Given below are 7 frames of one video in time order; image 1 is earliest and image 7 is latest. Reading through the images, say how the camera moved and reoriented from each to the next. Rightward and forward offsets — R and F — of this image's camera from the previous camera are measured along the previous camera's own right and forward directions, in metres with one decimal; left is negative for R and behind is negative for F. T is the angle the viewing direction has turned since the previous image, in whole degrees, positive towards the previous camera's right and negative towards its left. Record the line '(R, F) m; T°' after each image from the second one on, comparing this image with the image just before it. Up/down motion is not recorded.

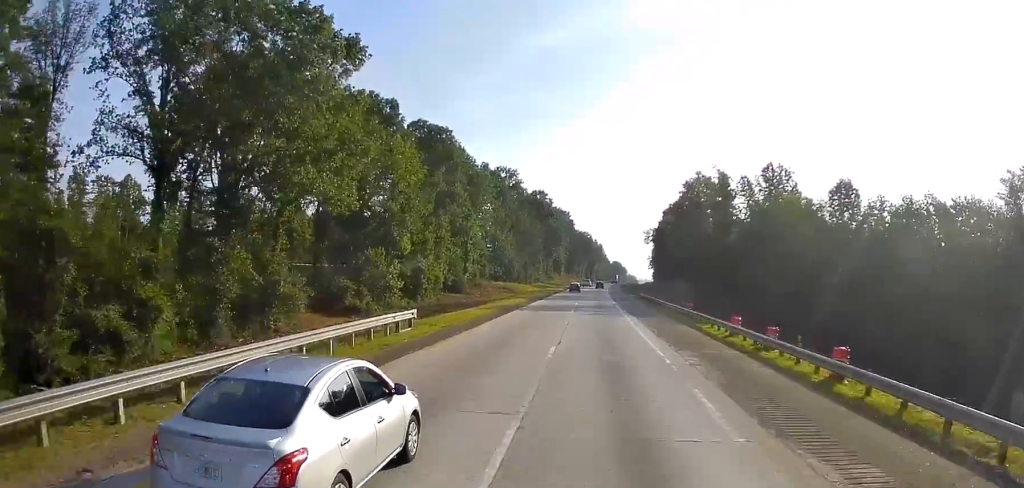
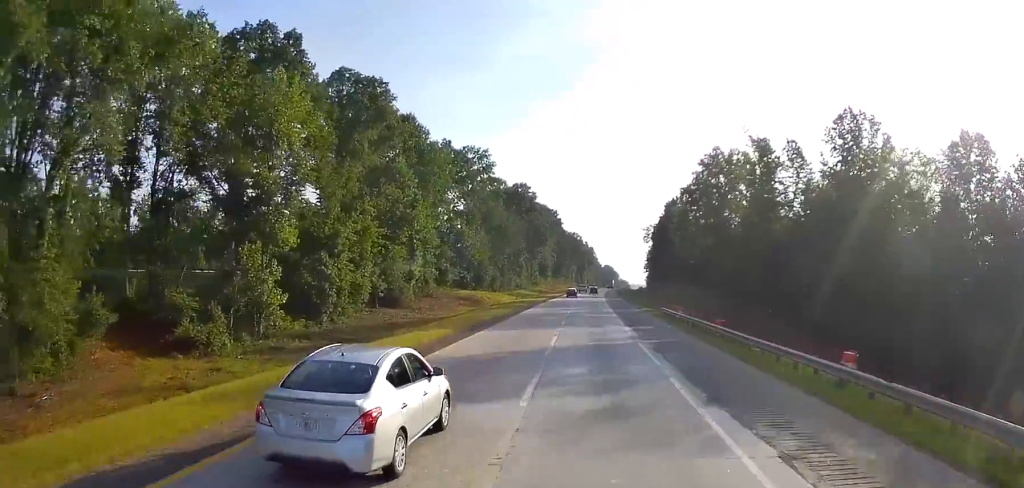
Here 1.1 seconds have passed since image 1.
(-0.4, +31.1) m; -1°
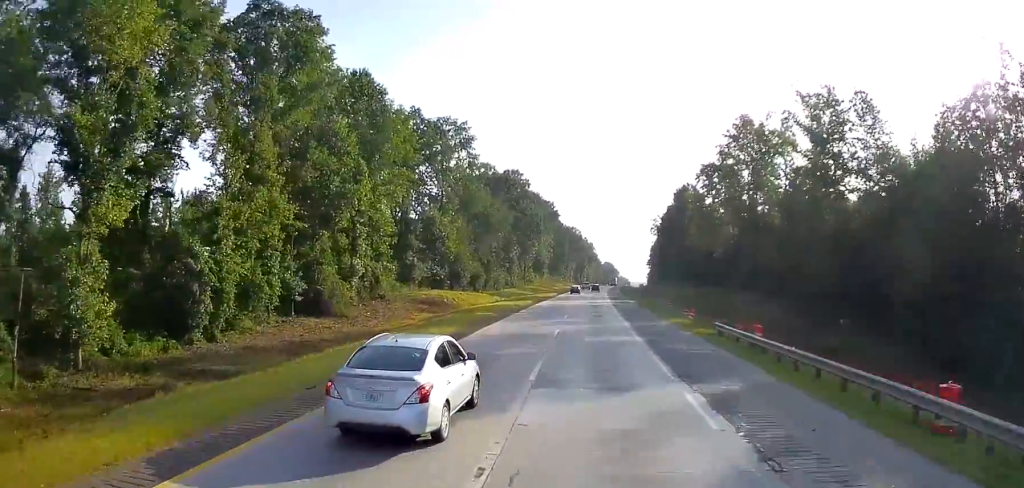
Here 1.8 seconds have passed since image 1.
(-0.4, +21.7) m; +1°
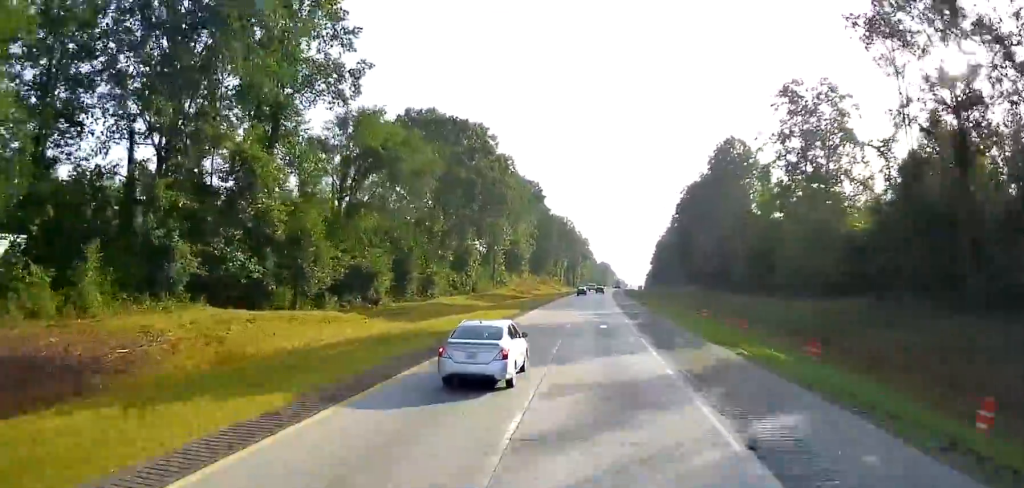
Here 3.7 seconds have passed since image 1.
(+2.1, +56.6) m; +1°
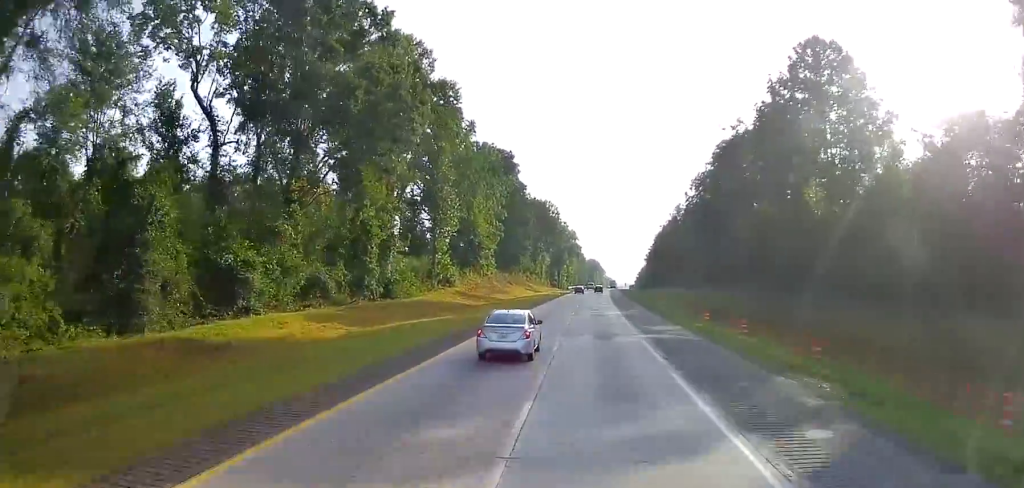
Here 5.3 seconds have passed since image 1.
(+0.1, +46.8) m; +1°
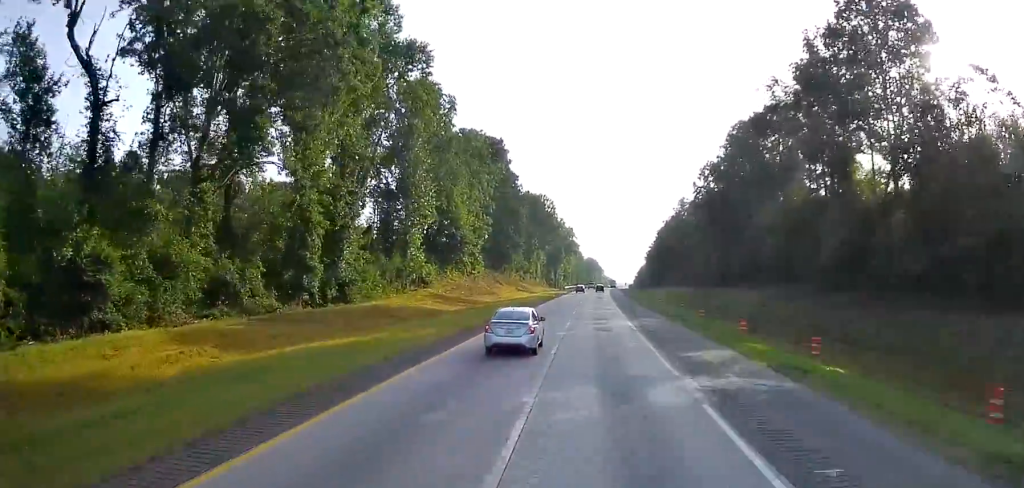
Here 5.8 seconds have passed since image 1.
(+0.2, +14.2) m; +1°
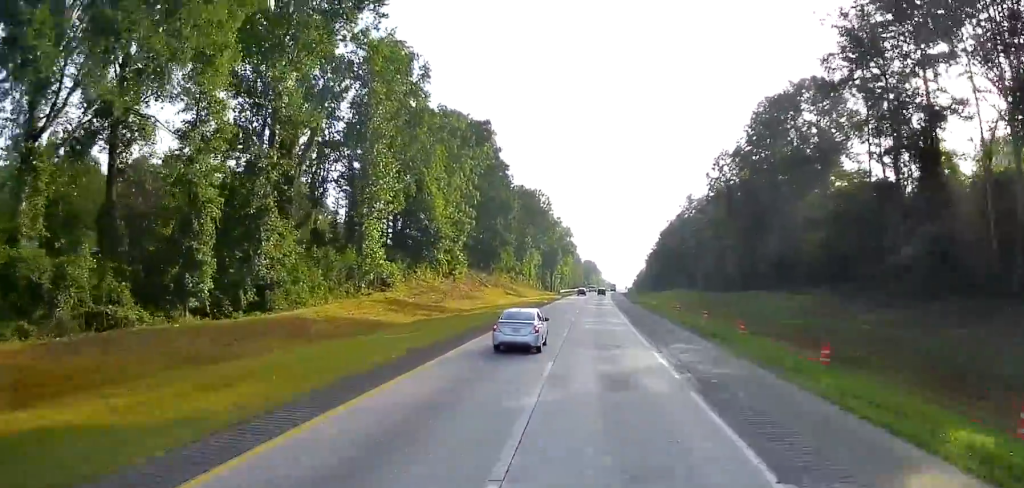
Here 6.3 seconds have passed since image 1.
(0.0, +16.1) m; 0°
